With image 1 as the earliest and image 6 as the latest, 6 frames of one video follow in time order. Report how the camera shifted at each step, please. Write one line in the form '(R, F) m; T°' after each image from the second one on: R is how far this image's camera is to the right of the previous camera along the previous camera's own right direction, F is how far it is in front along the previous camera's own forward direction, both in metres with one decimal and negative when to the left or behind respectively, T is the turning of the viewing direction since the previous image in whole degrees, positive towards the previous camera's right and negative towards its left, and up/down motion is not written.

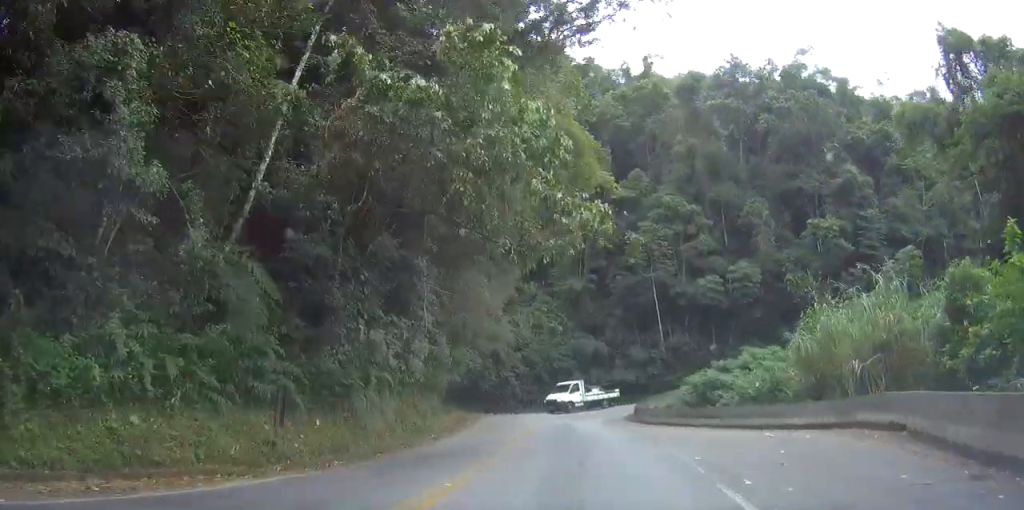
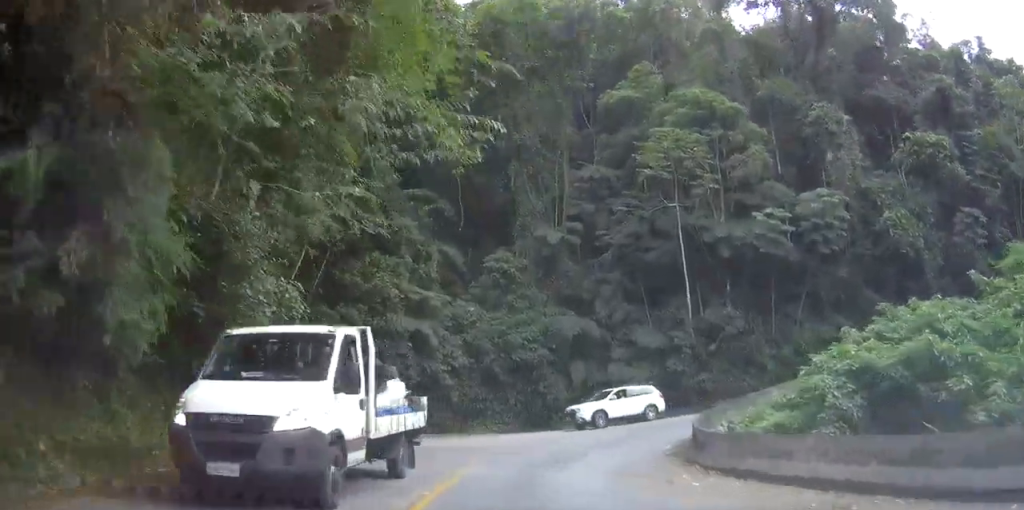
(+0.1, +23.2) m; 0°
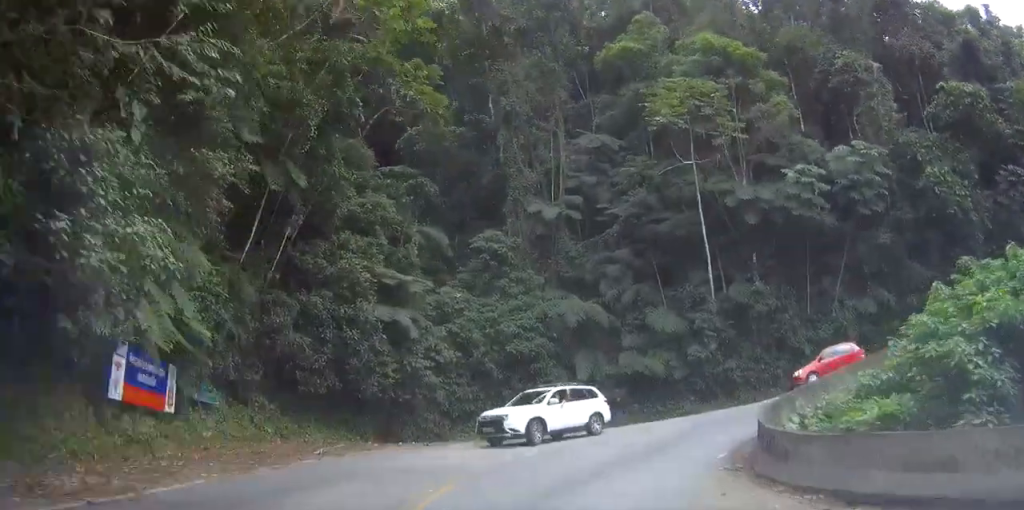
(0.0, +5.3) m; 0°
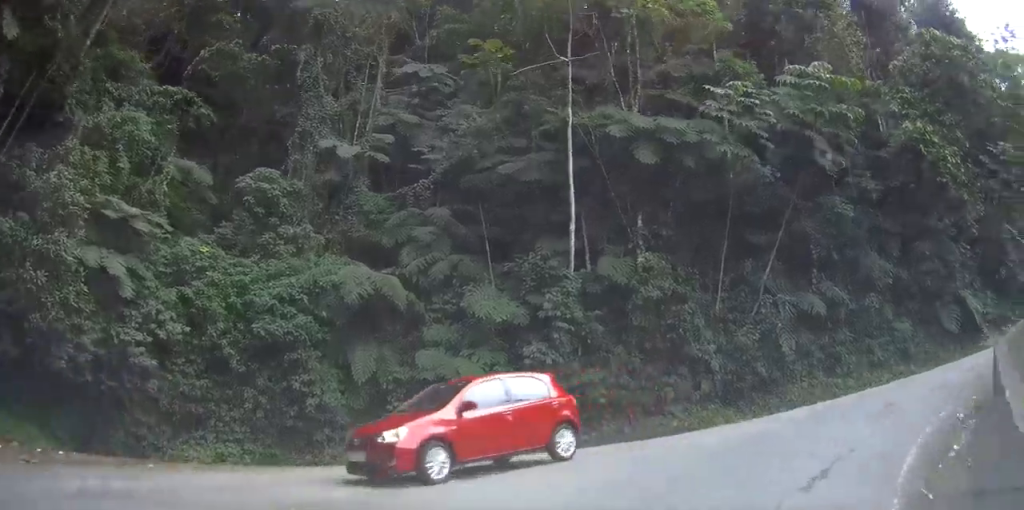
(0.0, +10.0) m; +7°
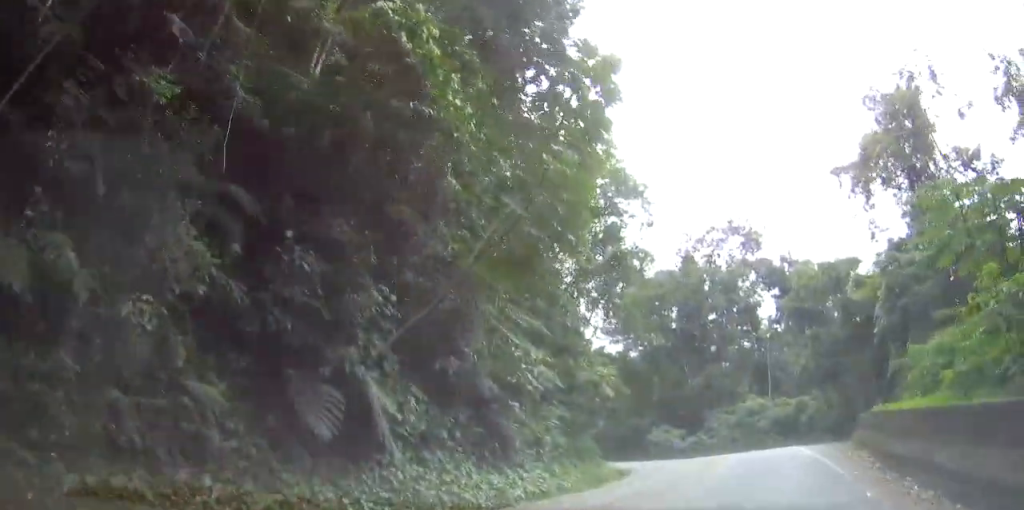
(+4.0, +8.8) m; +60°
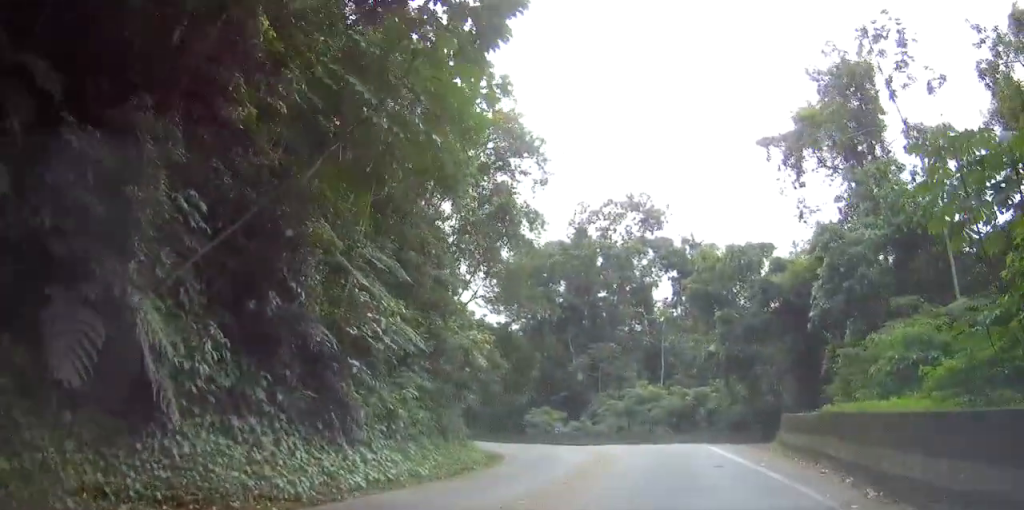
(+1.1, +4.4) m; +12°
